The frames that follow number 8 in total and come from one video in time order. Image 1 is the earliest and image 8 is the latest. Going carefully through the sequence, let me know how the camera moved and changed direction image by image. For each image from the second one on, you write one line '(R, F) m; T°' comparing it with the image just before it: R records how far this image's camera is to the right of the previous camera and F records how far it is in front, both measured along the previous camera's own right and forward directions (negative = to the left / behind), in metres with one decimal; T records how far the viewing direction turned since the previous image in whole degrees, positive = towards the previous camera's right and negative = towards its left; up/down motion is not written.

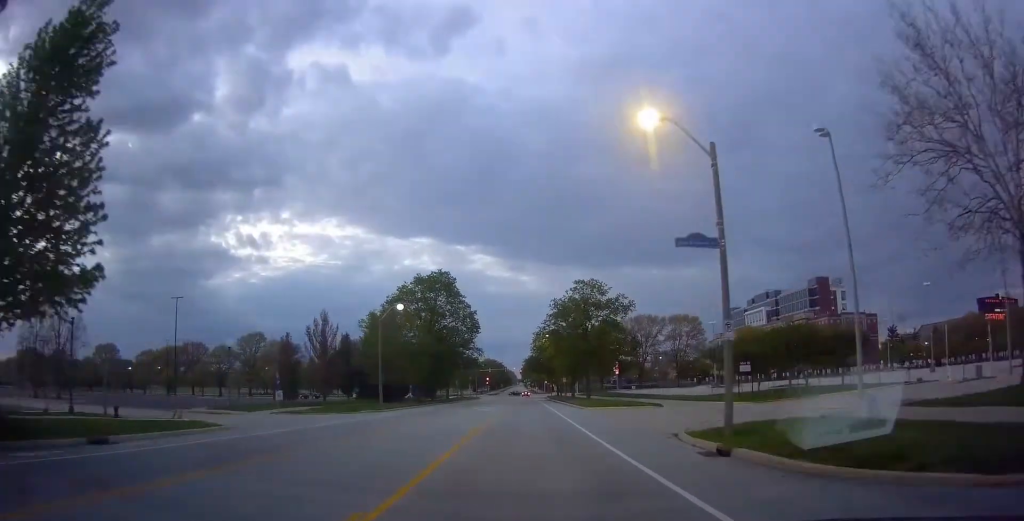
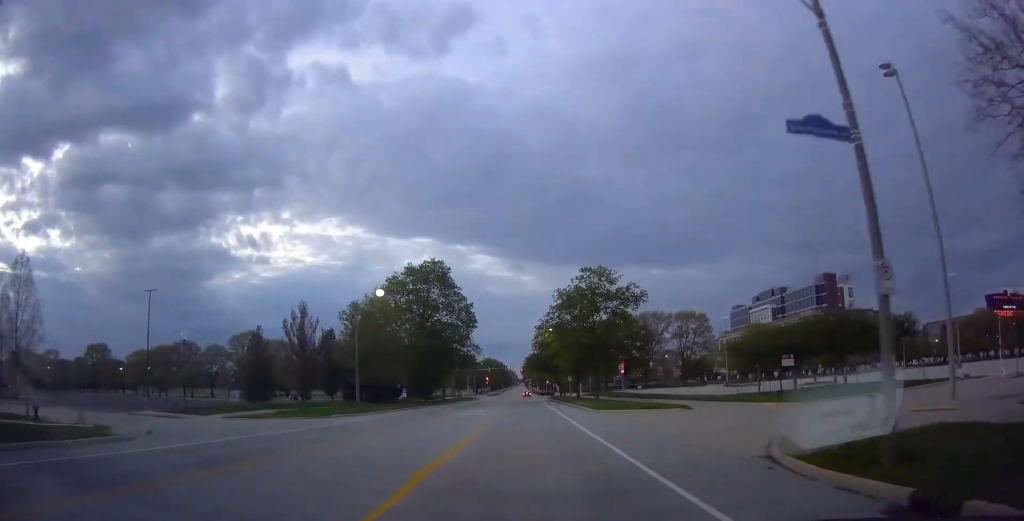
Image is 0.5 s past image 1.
(0.0, +6.6) m; 0°
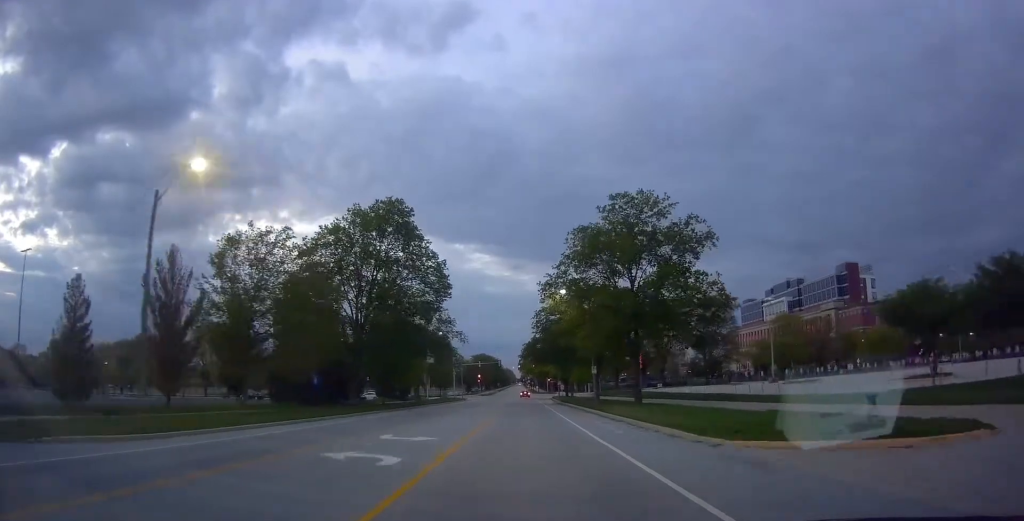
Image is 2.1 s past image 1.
(0.0, +23.3) m; 0°
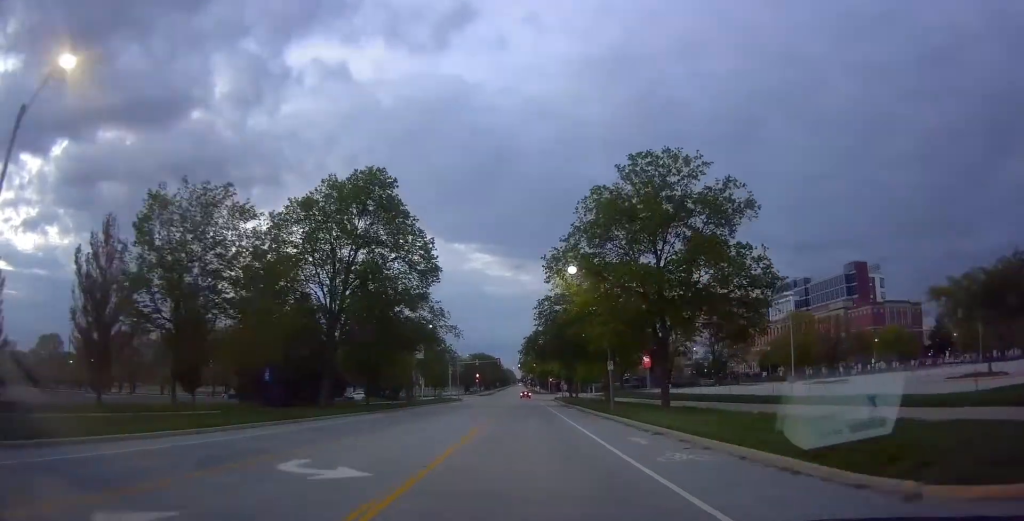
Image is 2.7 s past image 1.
(0.0, +7.1) m; 0°
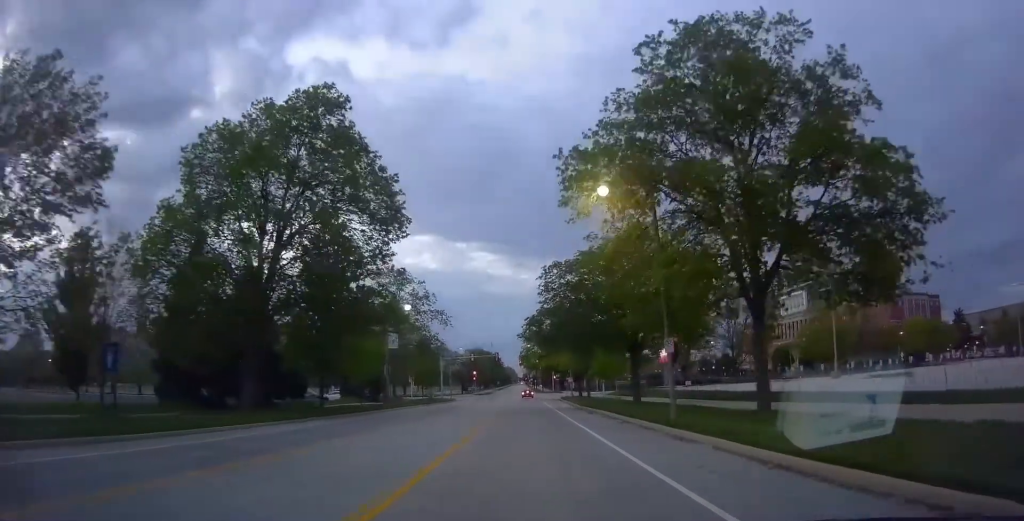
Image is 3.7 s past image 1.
(0.0, +12.4) m; 0°
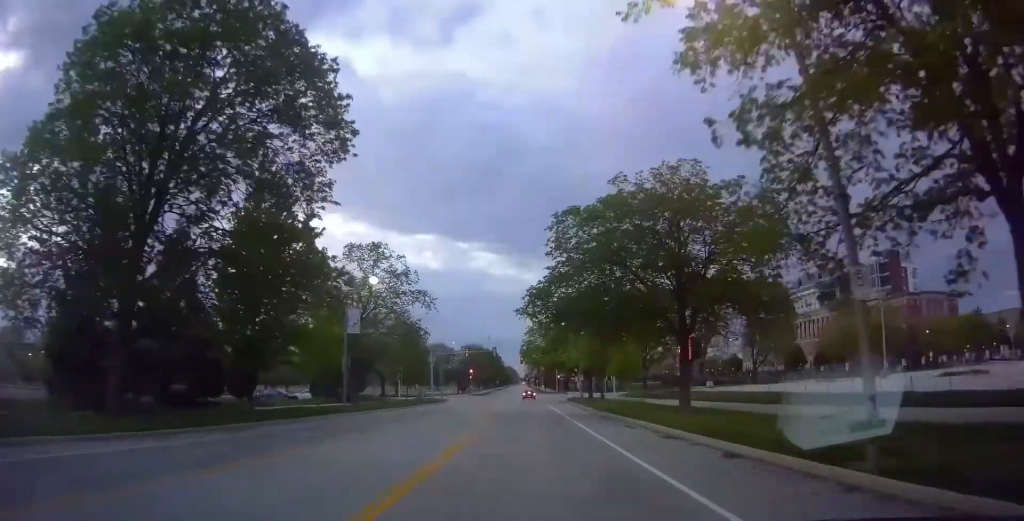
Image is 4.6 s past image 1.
(0.0, +11.4) m; 0°
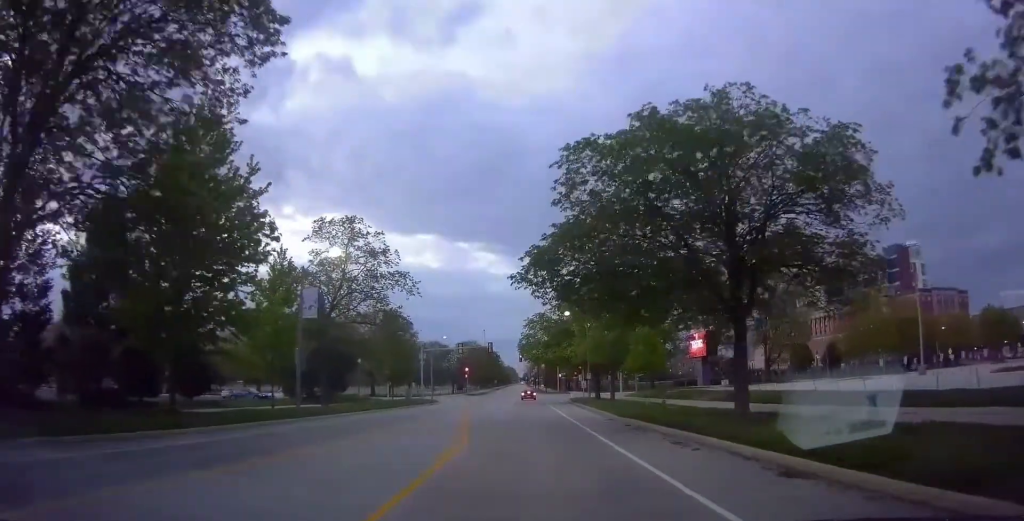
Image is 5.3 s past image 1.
(0.0, +7.4) m; 0°
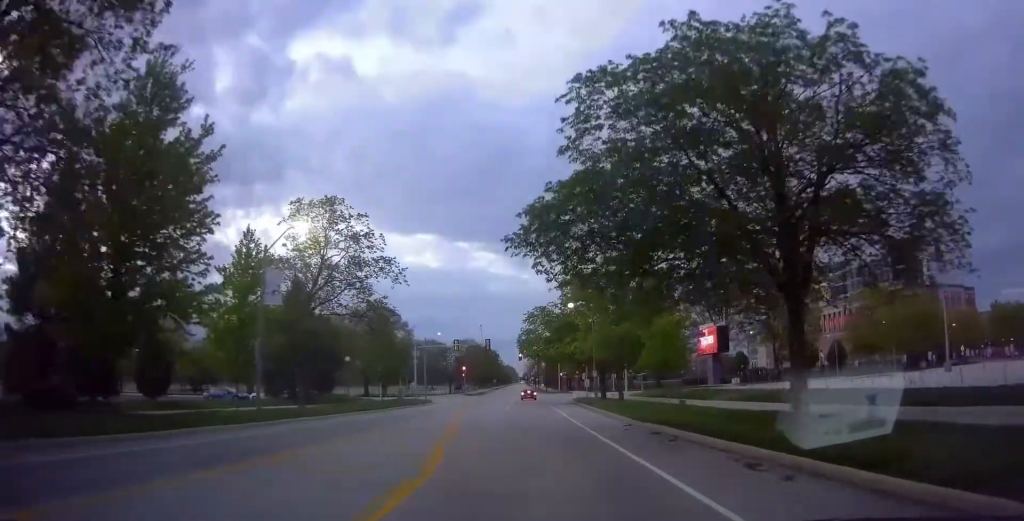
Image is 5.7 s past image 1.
(0.0, +4.4) m; 0°
